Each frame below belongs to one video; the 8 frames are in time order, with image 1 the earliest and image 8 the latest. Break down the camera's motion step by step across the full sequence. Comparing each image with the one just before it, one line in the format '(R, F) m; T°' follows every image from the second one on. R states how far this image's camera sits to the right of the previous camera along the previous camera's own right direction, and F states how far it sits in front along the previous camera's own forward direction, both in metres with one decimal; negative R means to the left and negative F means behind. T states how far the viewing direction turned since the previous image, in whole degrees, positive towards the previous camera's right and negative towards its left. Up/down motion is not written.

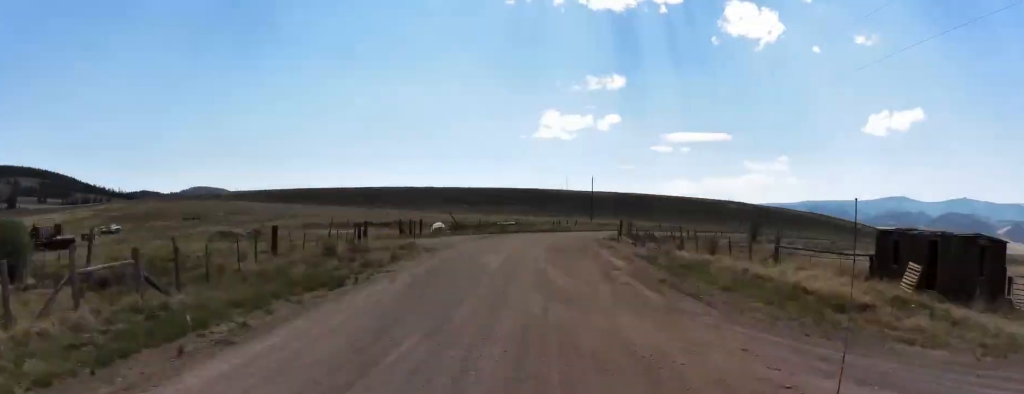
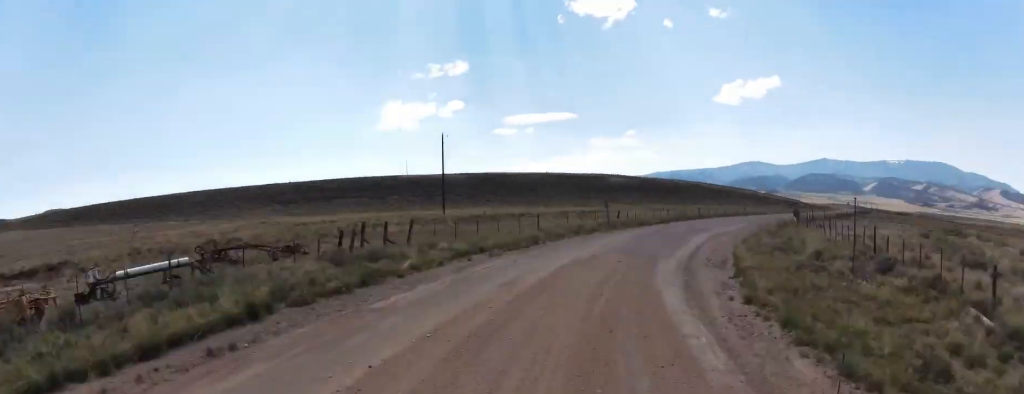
(+12.8, +53.7) m; +19°
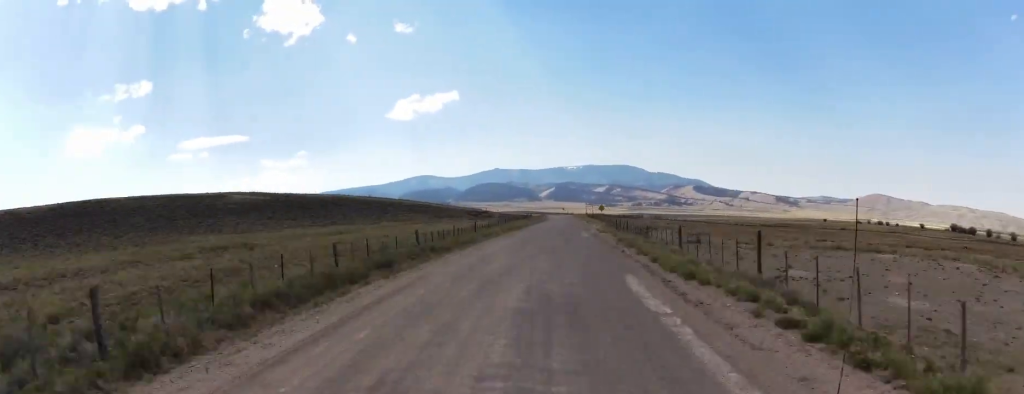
(+12.9, +66.0) m; +13°
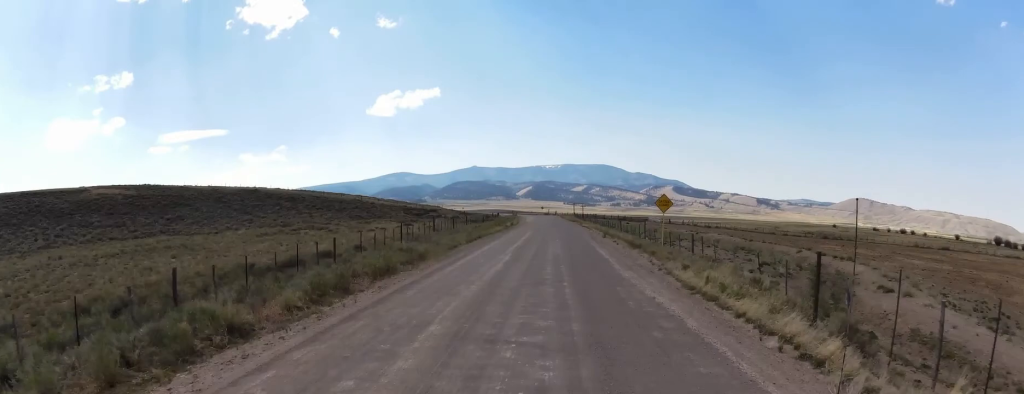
(+3.9, +57.6) m; +2°
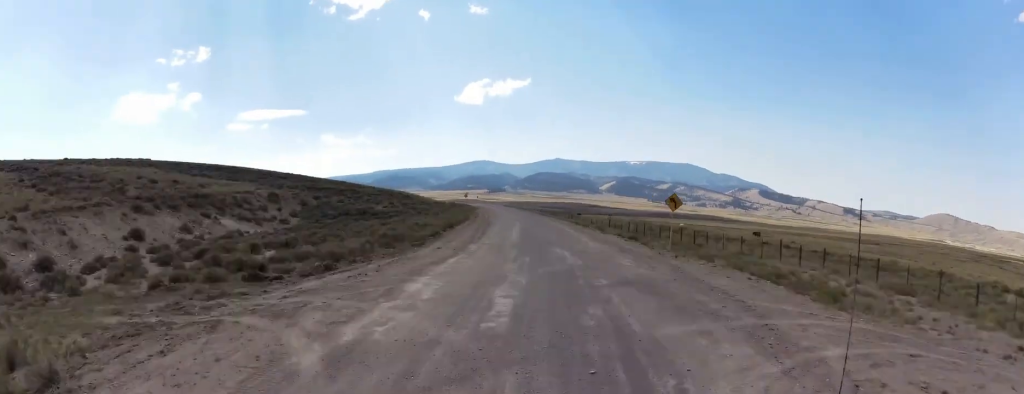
(-11.1, +147.8) m; -14°
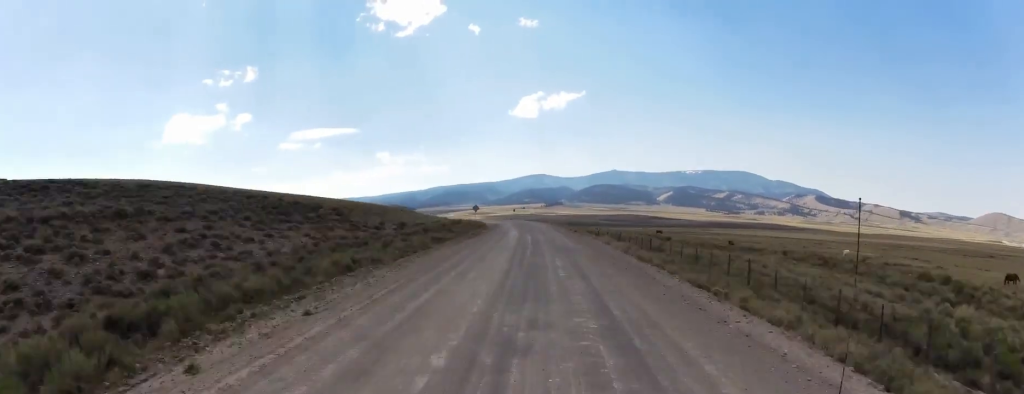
(+1.6, +59.0) m; -10°
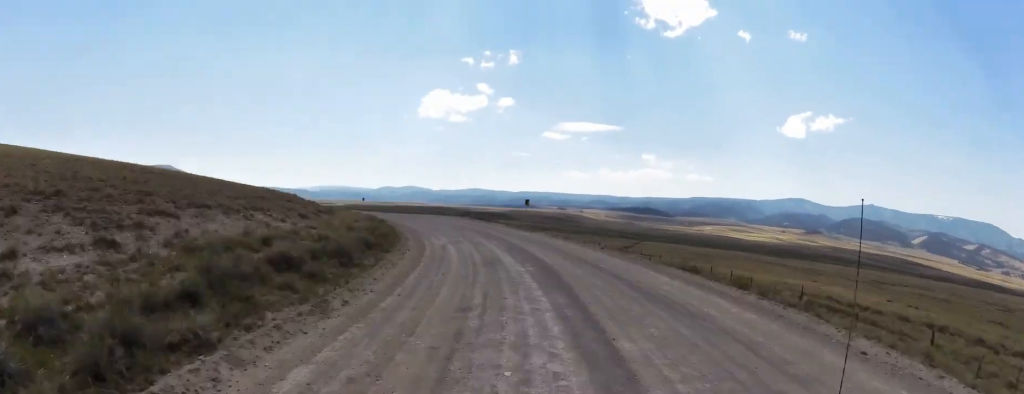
(-42.7, +133.6) m; -42°
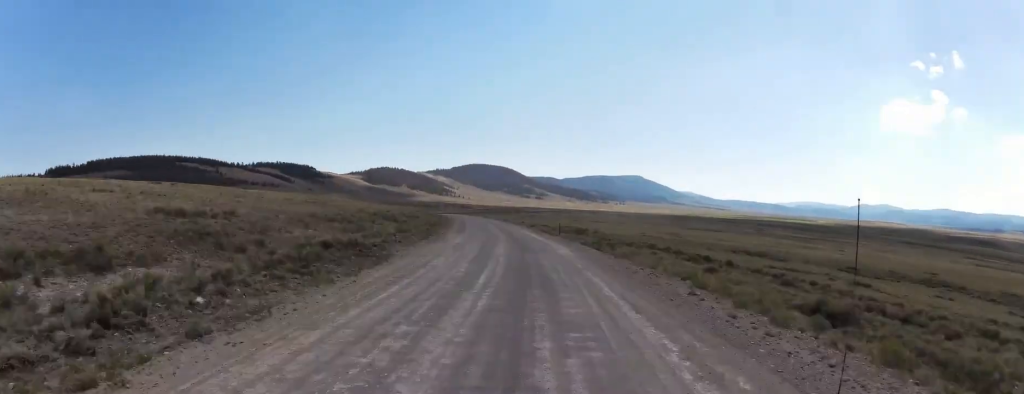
(-71.3, +154.2) m; -36°
